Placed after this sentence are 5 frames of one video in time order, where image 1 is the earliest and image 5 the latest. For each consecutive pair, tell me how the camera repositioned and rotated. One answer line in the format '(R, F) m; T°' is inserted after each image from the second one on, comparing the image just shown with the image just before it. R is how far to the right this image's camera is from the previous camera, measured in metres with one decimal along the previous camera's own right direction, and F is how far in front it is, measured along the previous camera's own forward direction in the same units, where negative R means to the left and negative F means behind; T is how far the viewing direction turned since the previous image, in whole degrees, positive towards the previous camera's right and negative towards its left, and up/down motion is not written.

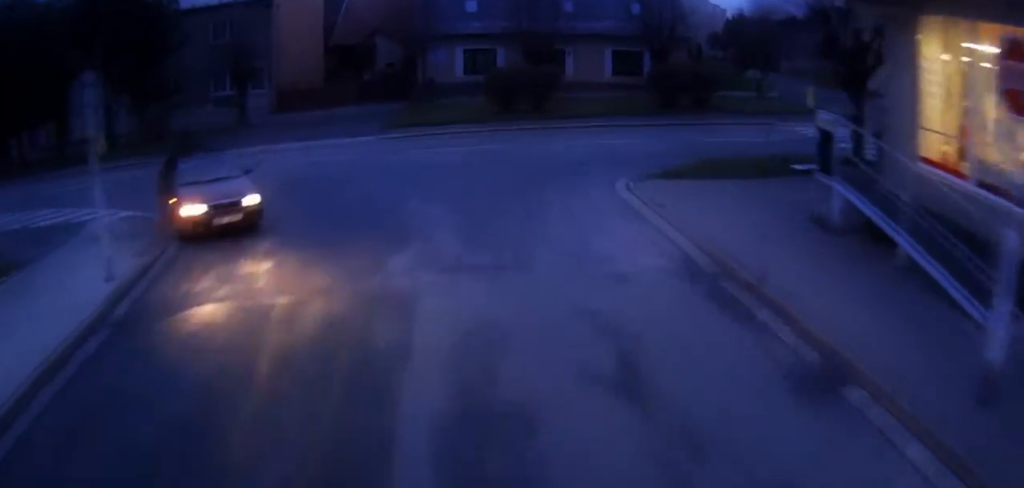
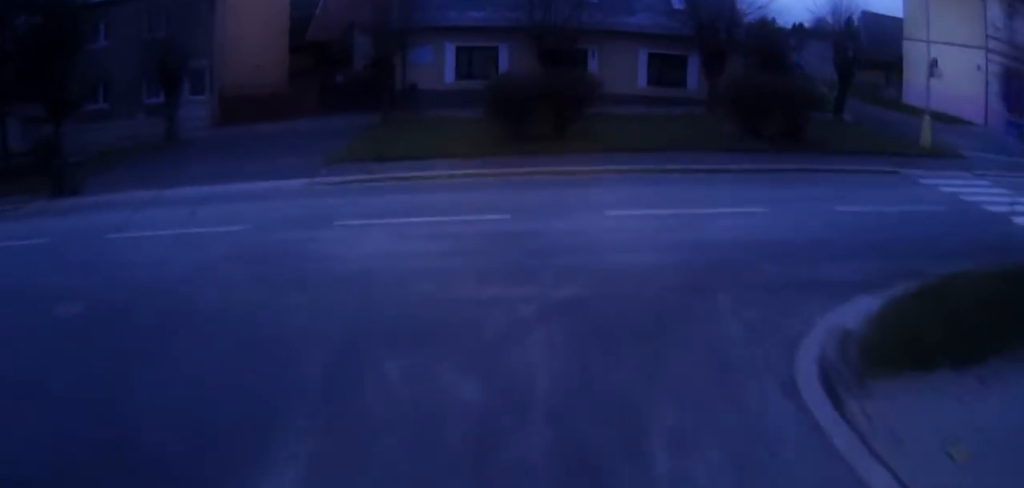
(-0.4, +14.9) m; -1°
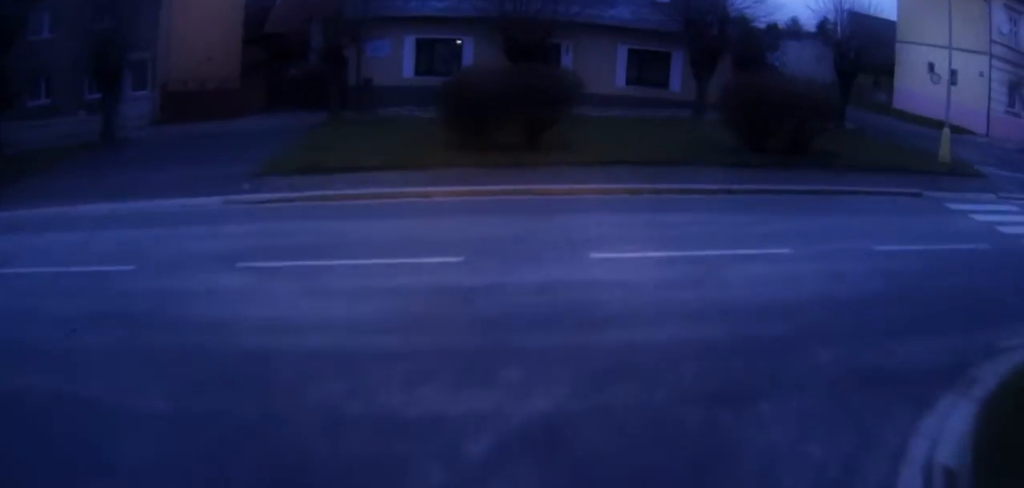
(+0.1, +5.3) m; +4°
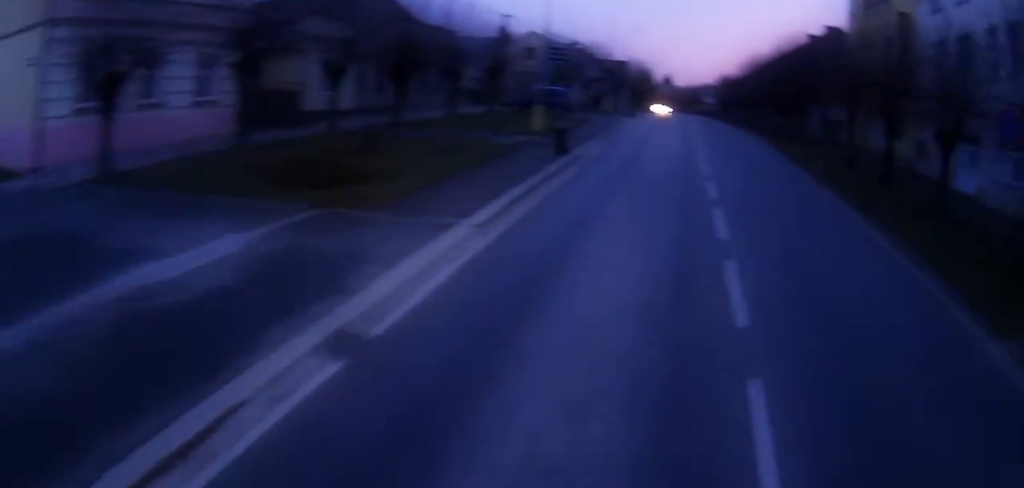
(+9.0, +28.4) m; +42°
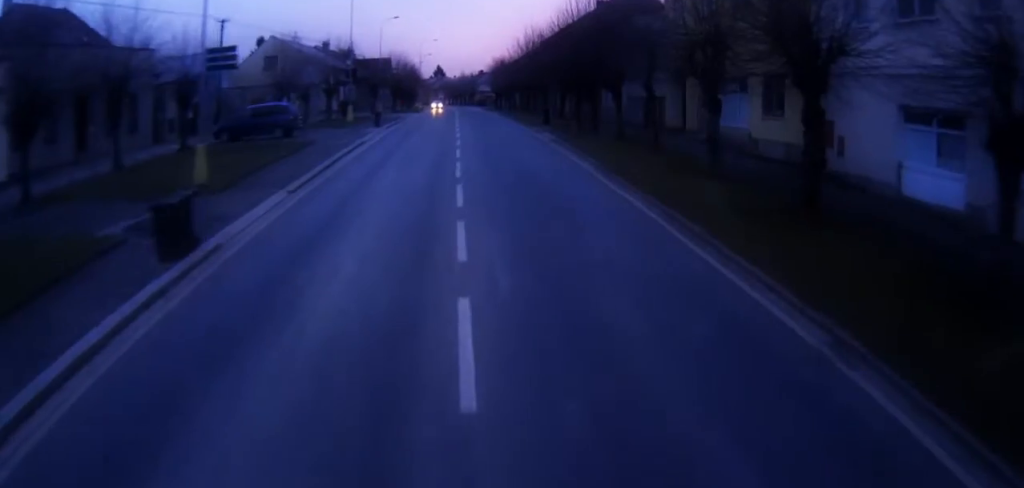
(+2.5, +12.6) m; +17°
